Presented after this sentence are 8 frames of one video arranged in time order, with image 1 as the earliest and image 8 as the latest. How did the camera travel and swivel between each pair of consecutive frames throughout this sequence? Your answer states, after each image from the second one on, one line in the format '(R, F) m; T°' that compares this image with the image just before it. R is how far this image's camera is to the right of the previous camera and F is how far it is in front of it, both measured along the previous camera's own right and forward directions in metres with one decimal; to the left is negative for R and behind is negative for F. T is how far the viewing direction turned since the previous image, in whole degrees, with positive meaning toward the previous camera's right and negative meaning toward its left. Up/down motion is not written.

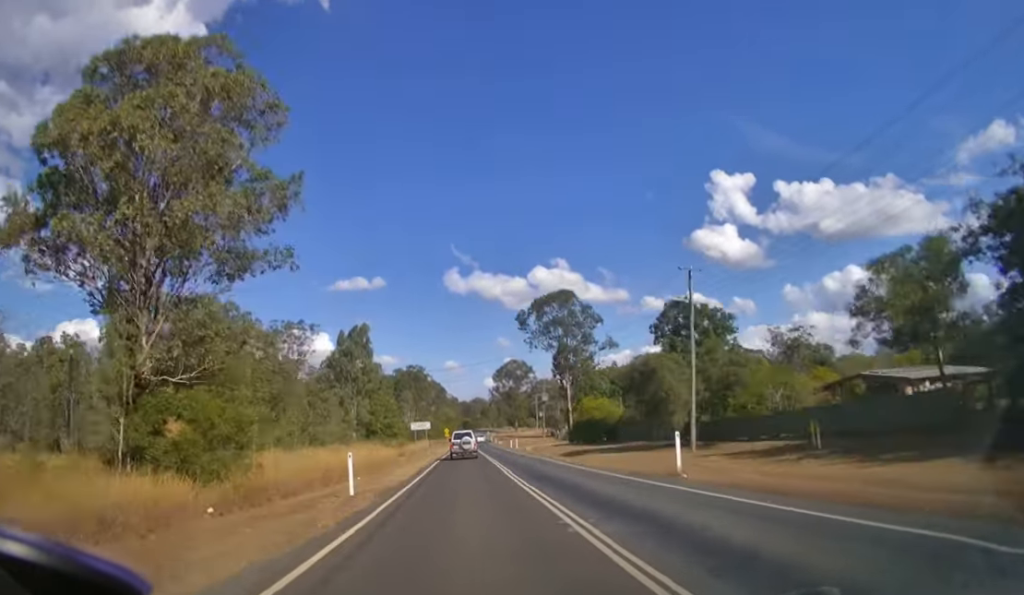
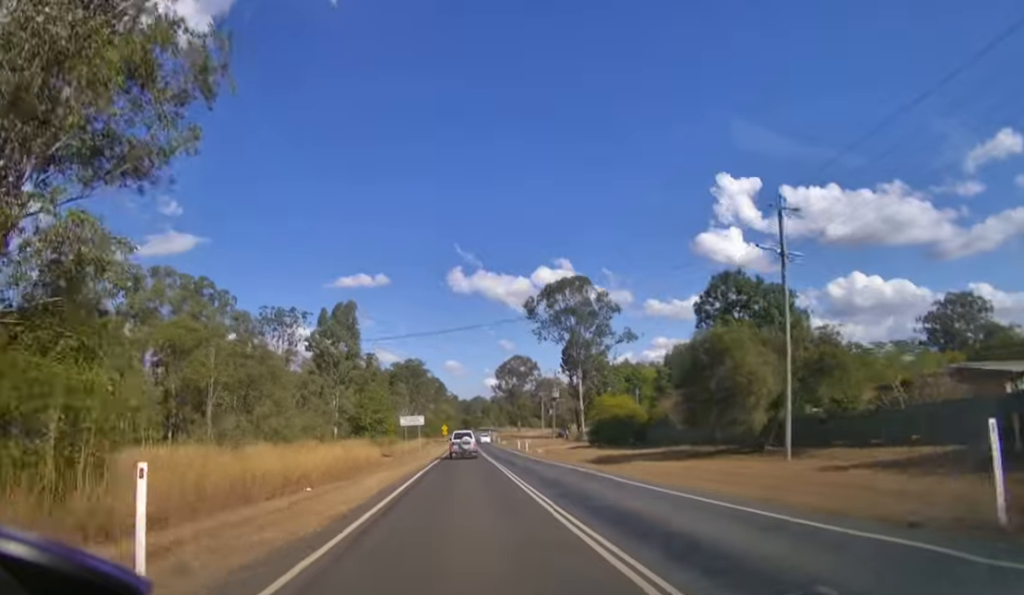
(0.0, +10.4) m; 0°
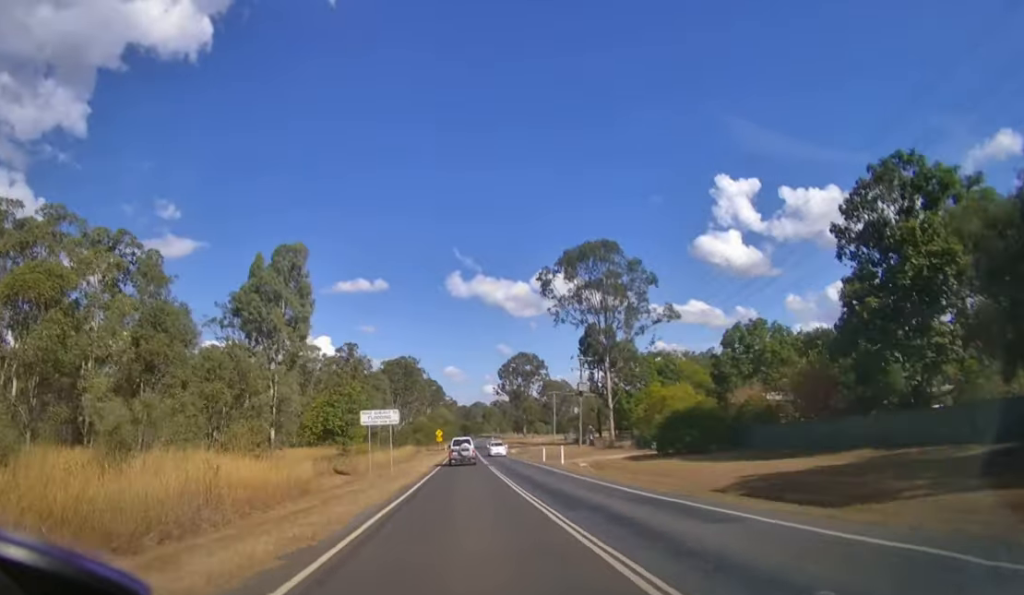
(0.0, +21.0) m; 0°
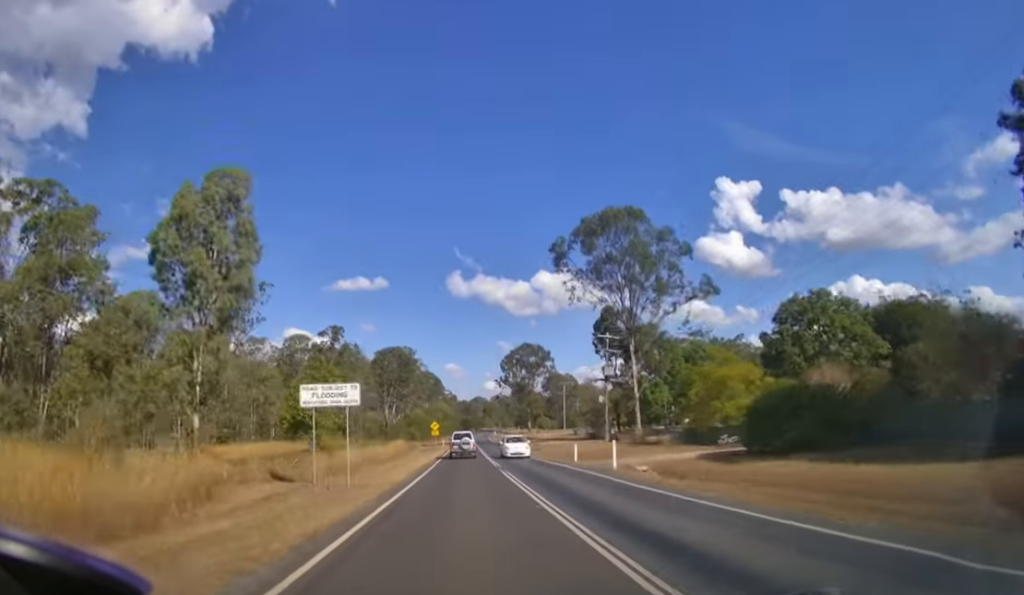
(0.0, +11.5) m; 0°
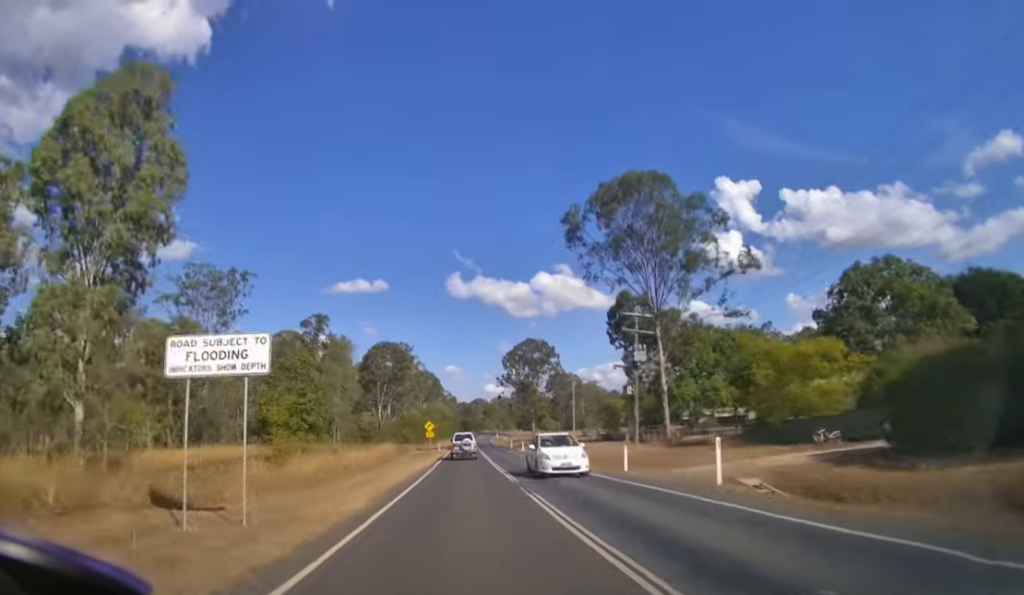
(0.0, +9.1) m; 0°
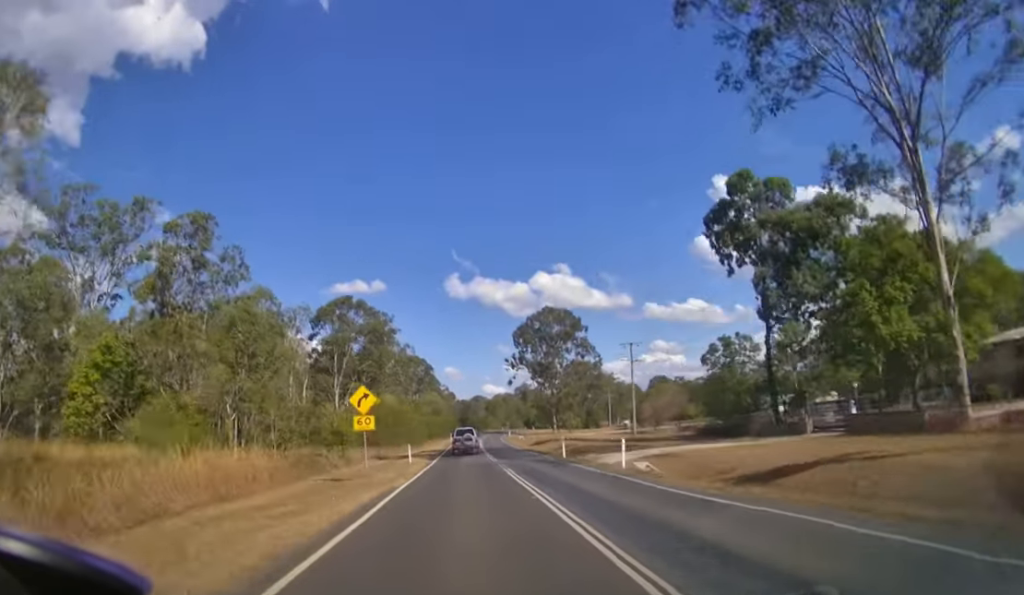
(0.0, +33.4) m; 0°
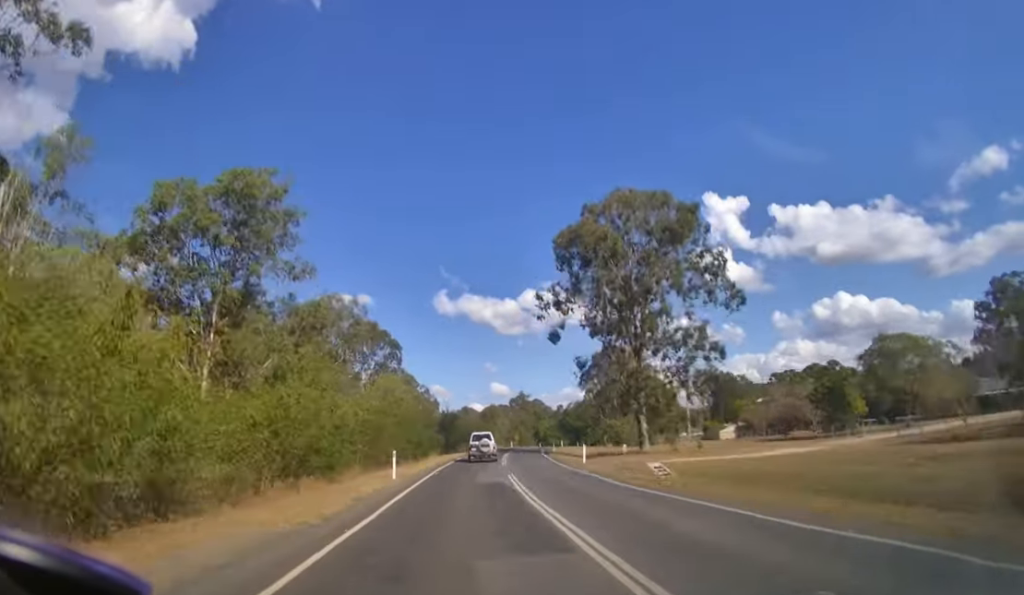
(+0.2, +49.1) m; +1°
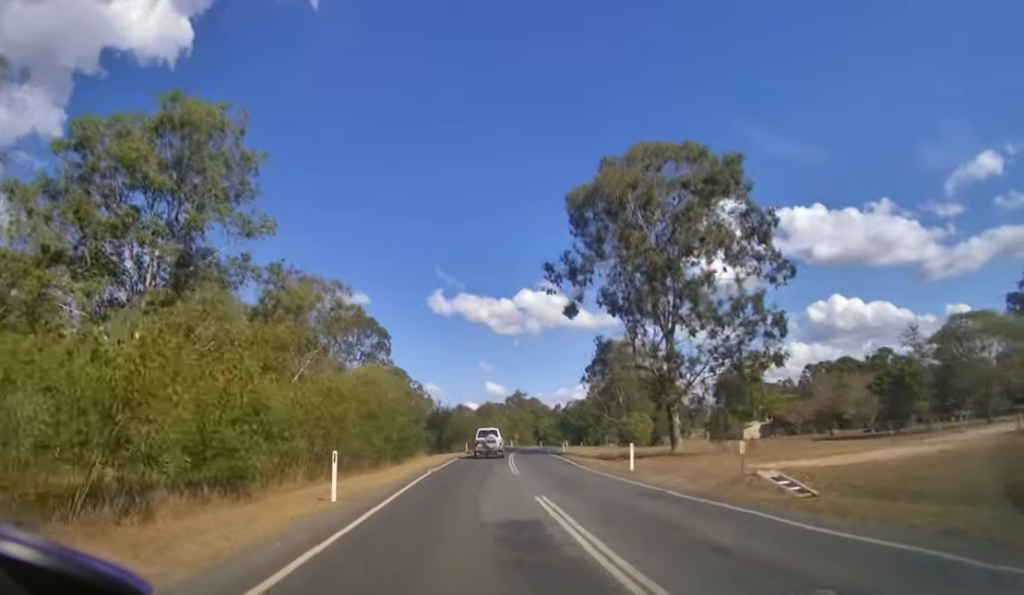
(0.0, +7.6) m; +1°
